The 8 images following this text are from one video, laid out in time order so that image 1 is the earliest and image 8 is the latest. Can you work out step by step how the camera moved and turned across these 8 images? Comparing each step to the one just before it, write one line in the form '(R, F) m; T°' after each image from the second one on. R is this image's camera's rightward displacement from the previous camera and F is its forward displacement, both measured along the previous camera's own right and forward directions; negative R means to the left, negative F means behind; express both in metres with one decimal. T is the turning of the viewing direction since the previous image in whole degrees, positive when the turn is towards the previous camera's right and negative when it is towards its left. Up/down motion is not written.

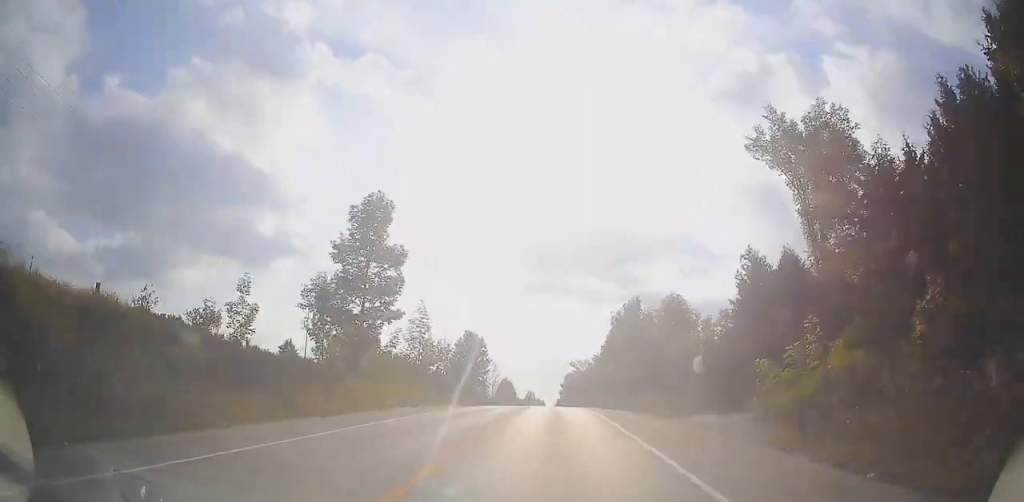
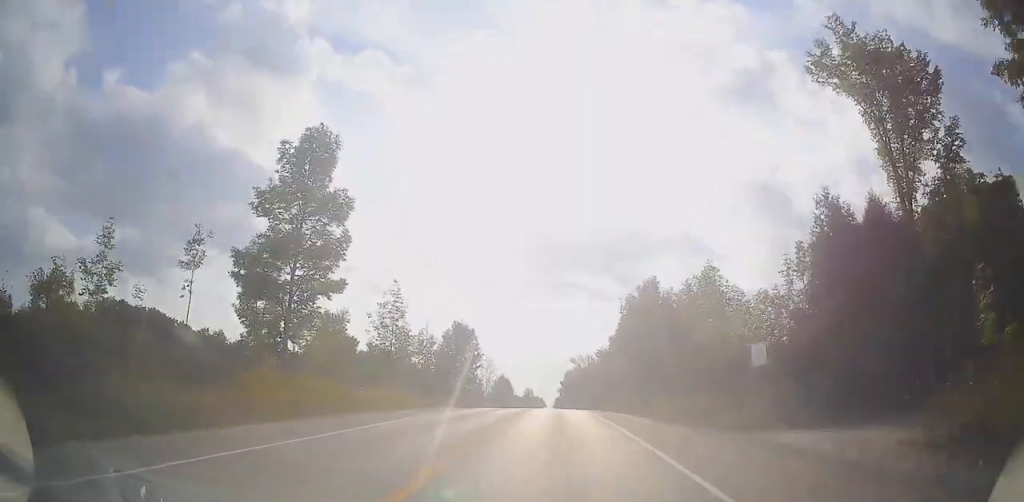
(-0.3, +8.7) m; 0°
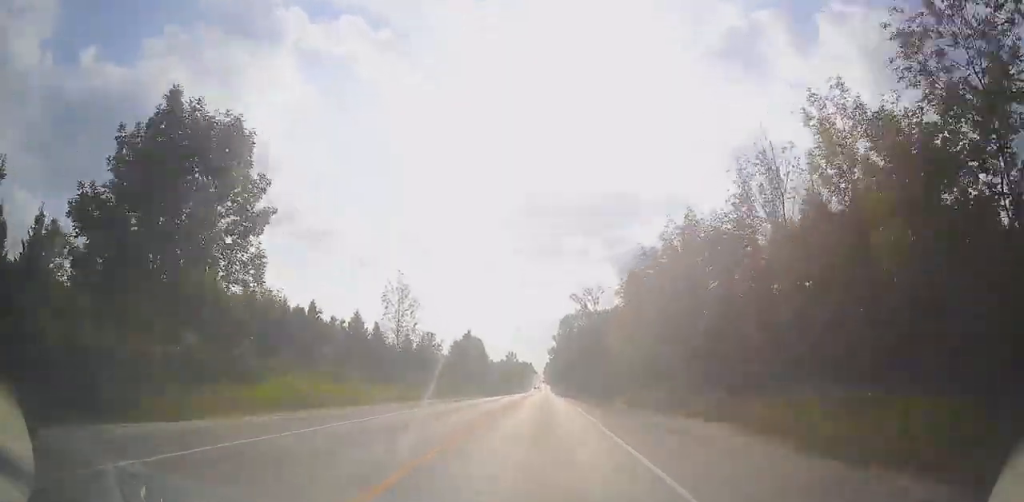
(+0.9, +53.6) m; +1°
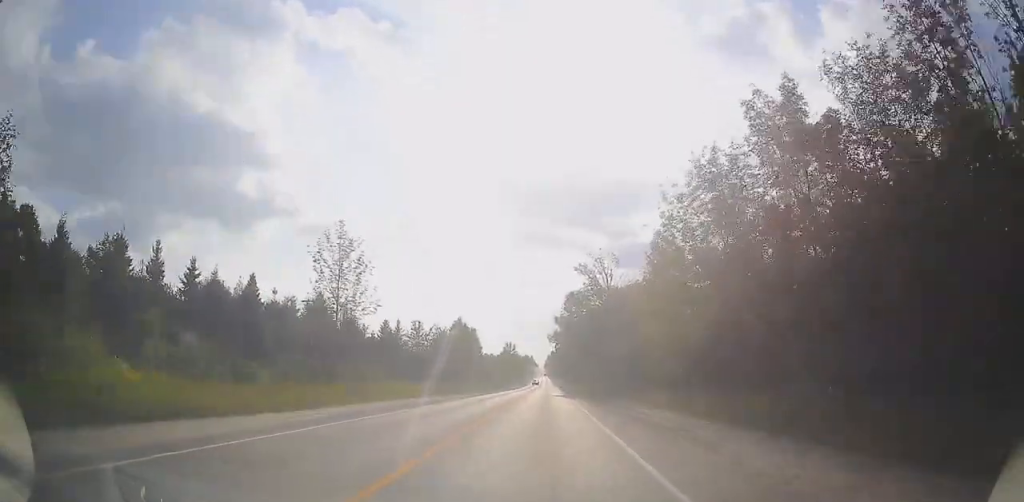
(0.0, +15.1) m; 0°
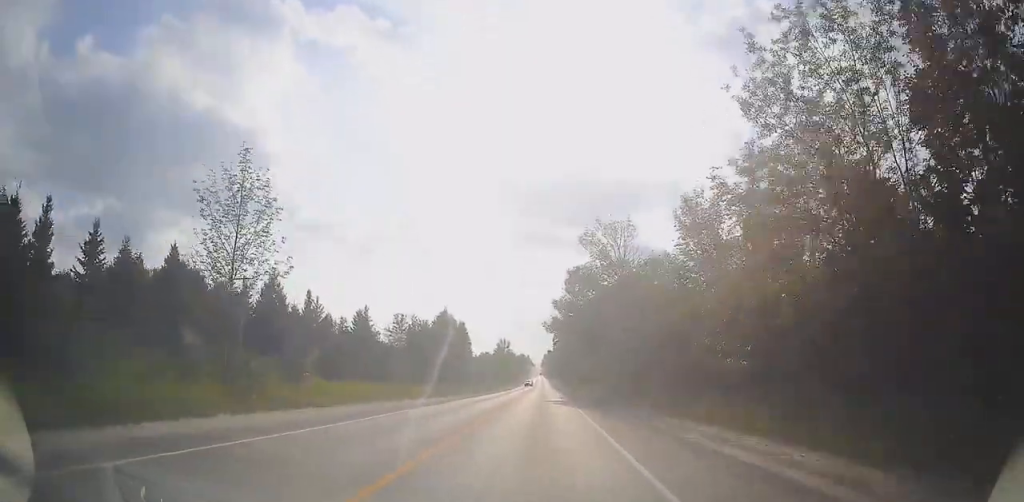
(0.0, +12.0) m; -1°
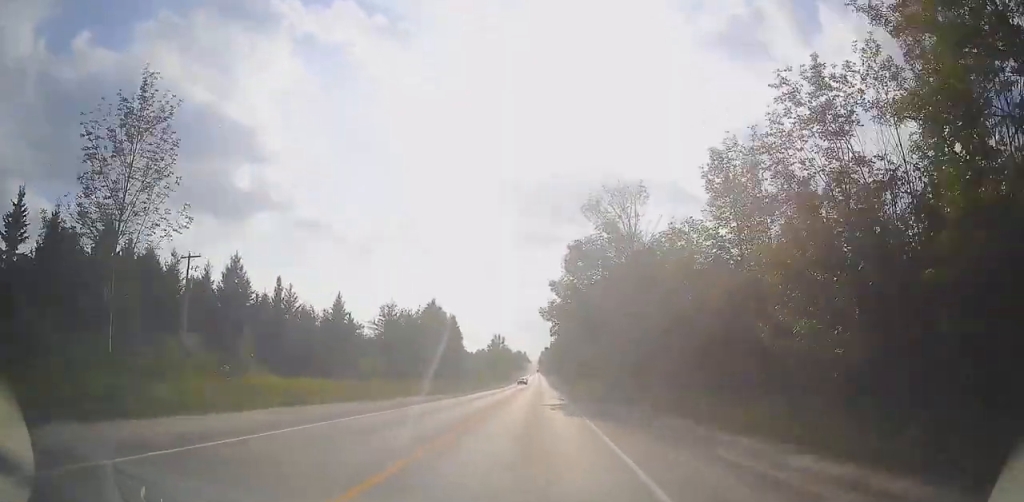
(+0.1, +8.0) m; -1°
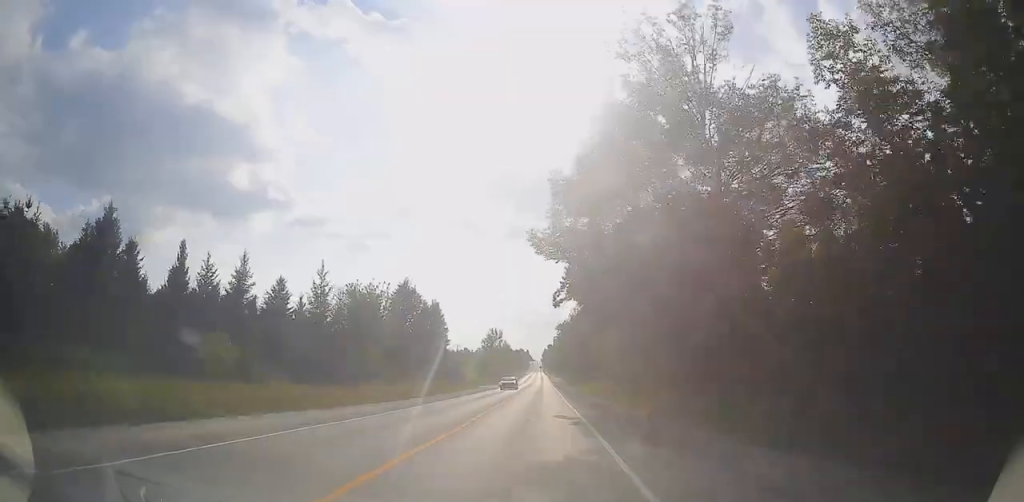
(-0.5, +18.6) m; -1°
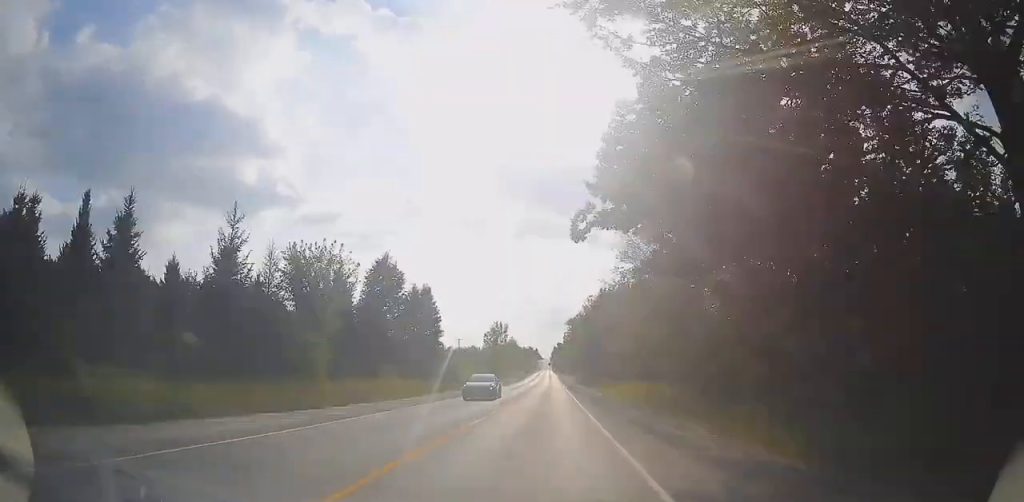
(+0.1, +13.5) m; 0°
